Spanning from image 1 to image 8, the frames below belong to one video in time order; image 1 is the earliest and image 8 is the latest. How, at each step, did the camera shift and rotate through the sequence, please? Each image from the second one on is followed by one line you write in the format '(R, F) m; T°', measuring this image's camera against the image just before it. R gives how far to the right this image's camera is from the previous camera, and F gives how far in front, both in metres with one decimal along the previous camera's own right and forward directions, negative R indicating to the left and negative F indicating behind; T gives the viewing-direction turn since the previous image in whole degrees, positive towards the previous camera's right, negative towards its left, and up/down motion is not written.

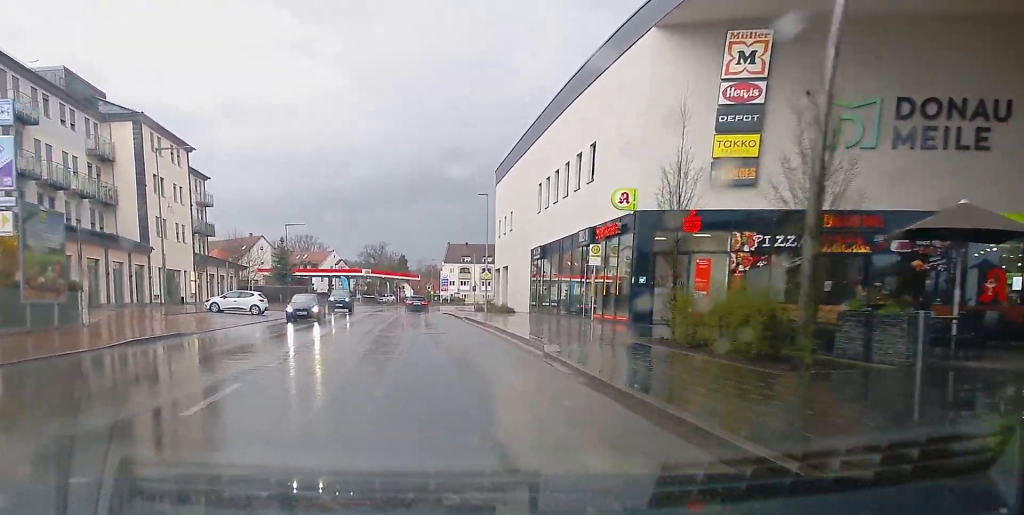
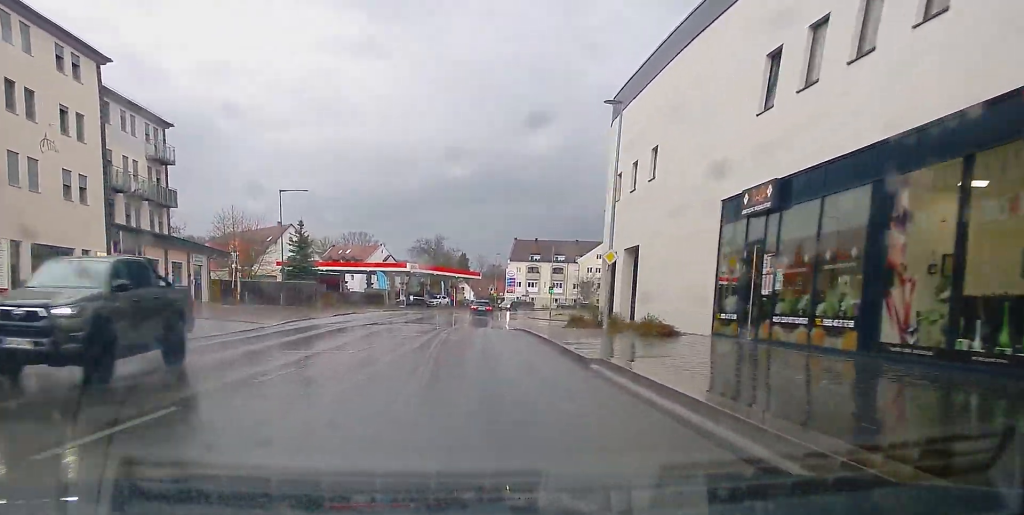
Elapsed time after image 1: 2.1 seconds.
(-0.7, +26.3) m; -1°
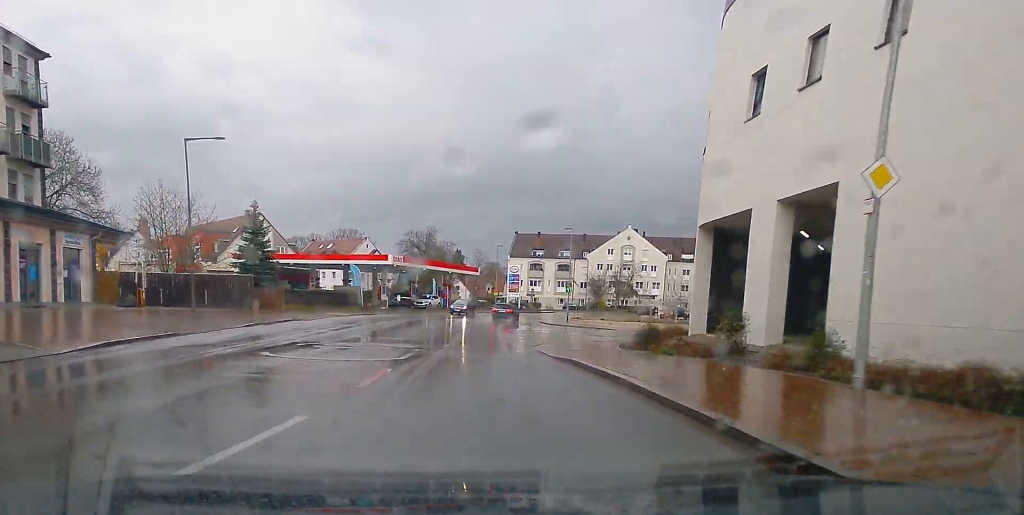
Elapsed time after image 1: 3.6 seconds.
(+0.3, +18.4) m; 0°
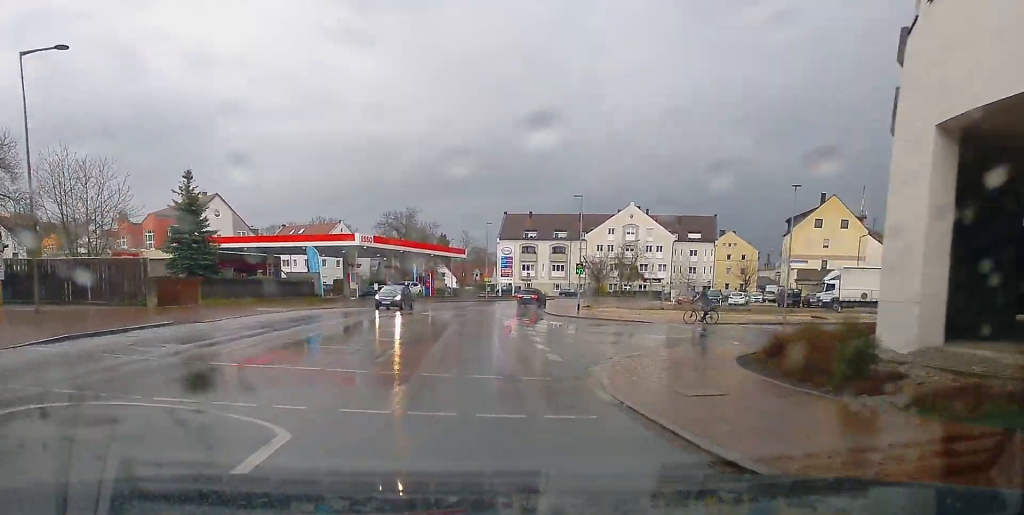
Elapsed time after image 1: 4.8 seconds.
(-0.3, +13.9) m; 0°
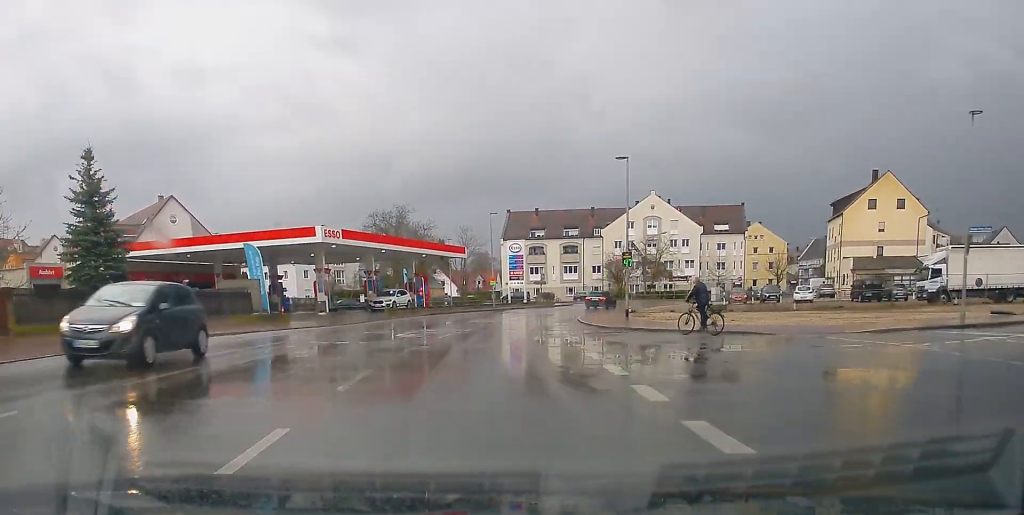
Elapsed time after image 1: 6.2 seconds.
(0.0, +16.8) m; +2°
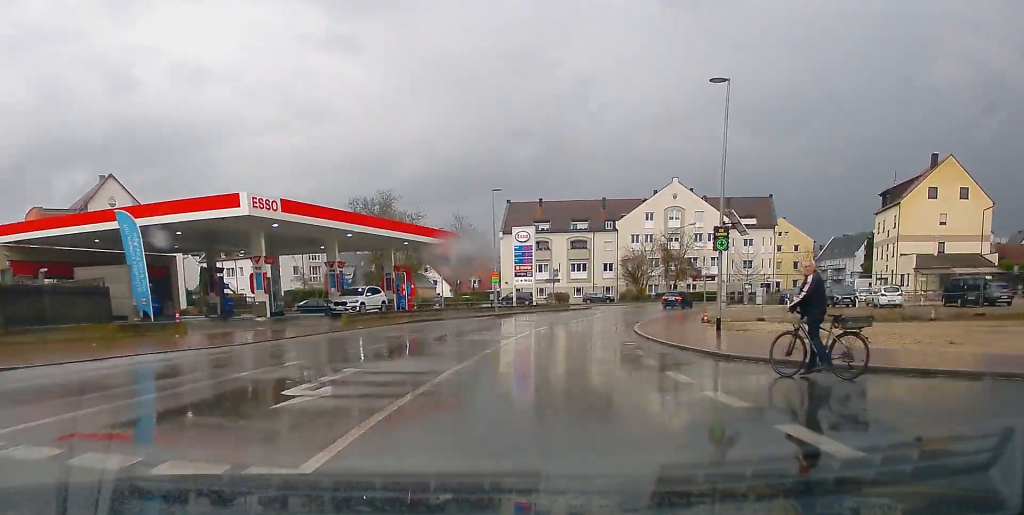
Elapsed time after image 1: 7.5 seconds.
(0.0, +15.5) m; +4°
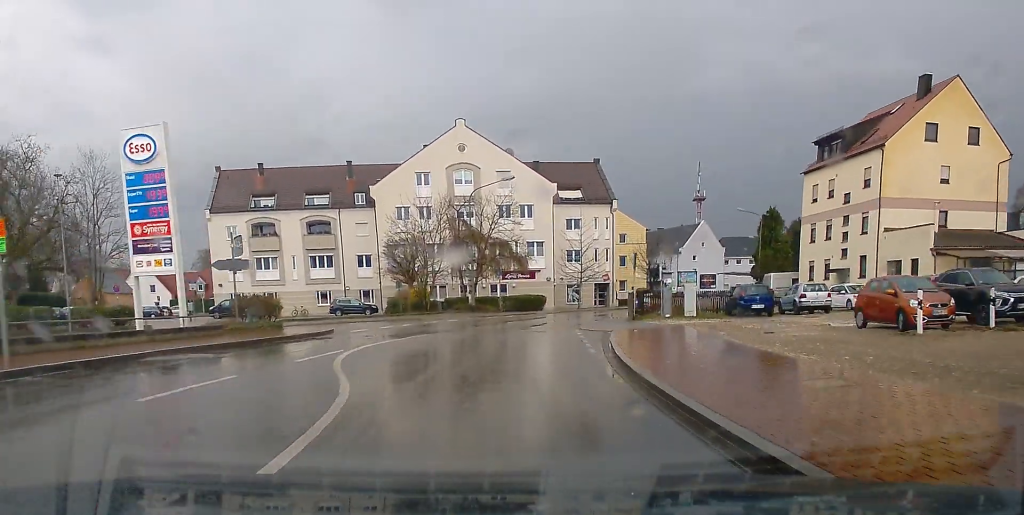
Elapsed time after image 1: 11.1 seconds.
(+3.4, +33.9) m; +10°
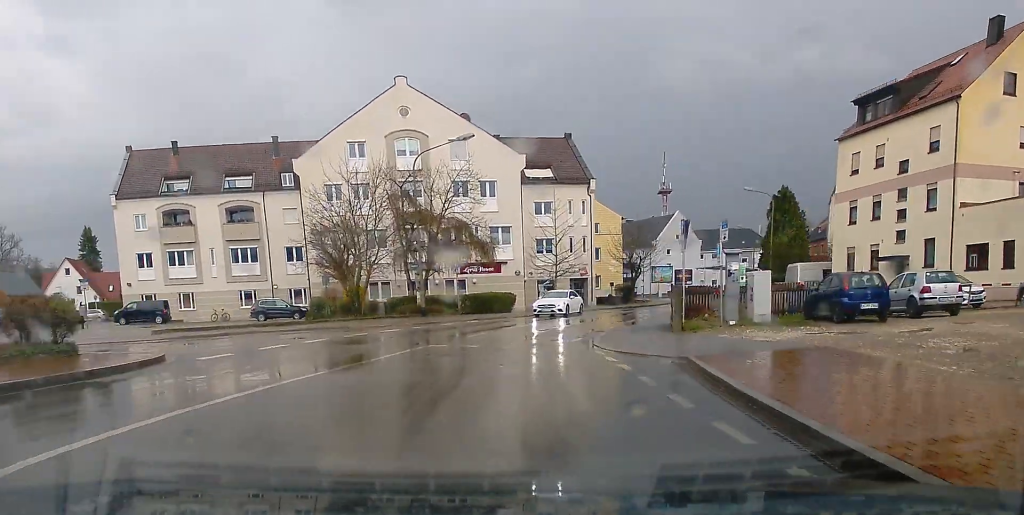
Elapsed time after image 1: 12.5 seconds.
(+0.1, +11.9) m; +2°
